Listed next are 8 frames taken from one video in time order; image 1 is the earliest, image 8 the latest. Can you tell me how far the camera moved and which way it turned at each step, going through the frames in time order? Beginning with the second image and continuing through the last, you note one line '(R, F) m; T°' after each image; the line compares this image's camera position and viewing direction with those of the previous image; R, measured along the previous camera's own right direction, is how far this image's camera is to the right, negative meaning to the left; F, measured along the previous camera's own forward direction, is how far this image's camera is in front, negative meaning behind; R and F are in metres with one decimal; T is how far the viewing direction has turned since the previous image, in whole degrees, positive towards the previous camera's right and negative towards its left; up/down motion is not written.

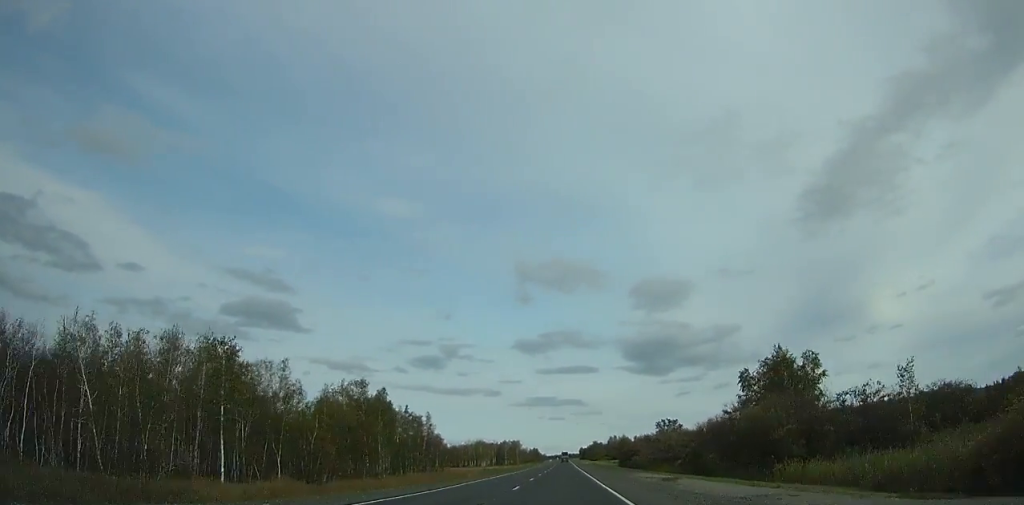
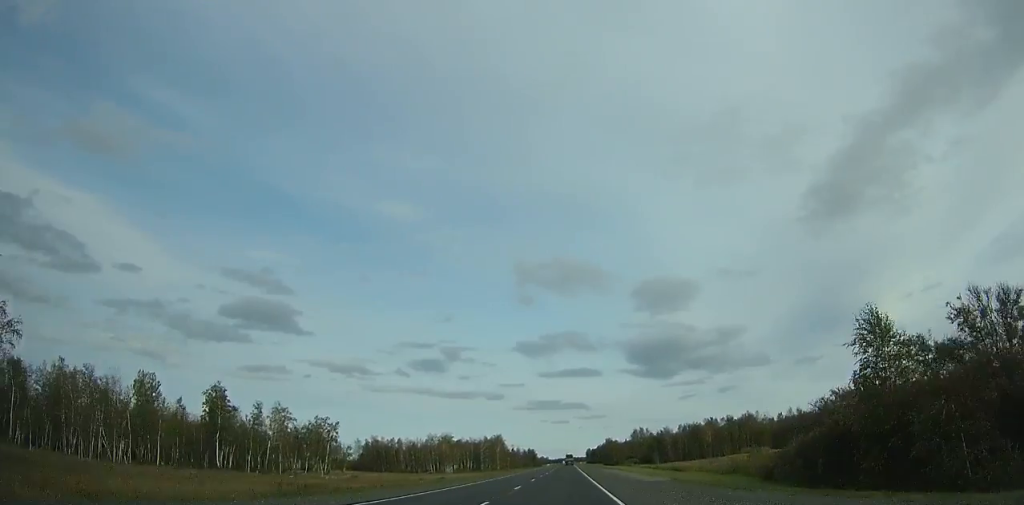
(+0.1, +105.8) m; 0°
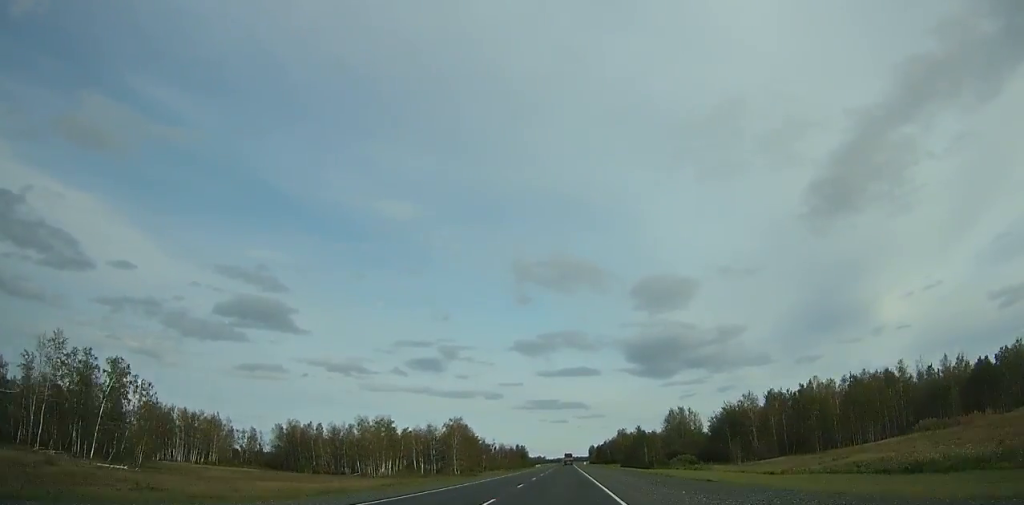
(-0.2, +81.8) m; 0°
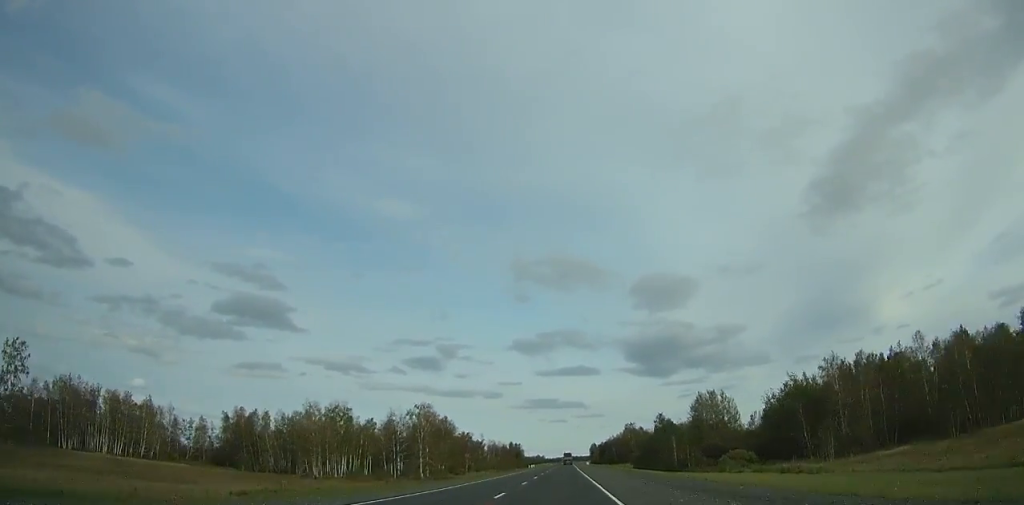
(0.0, +31.8) m; 0°
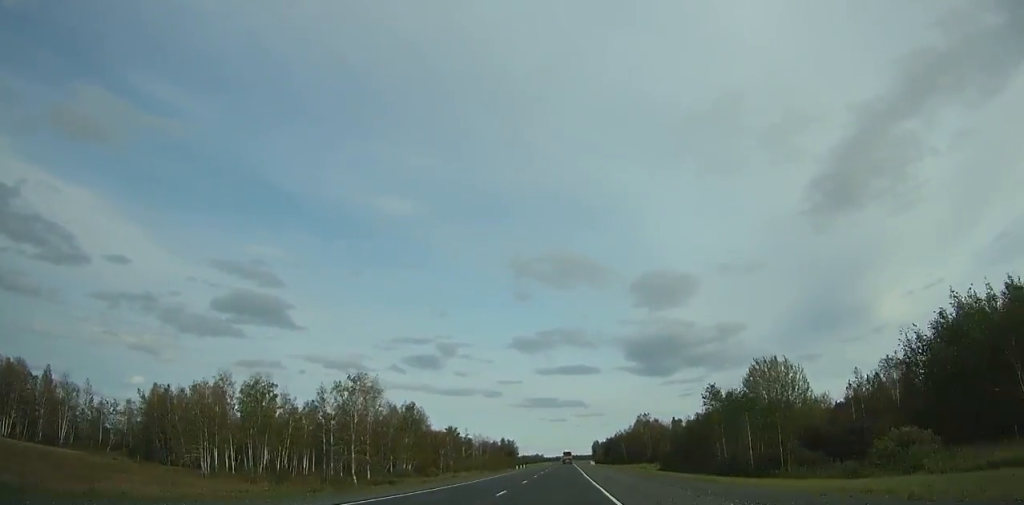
(0.0, +34.3) m; 0°
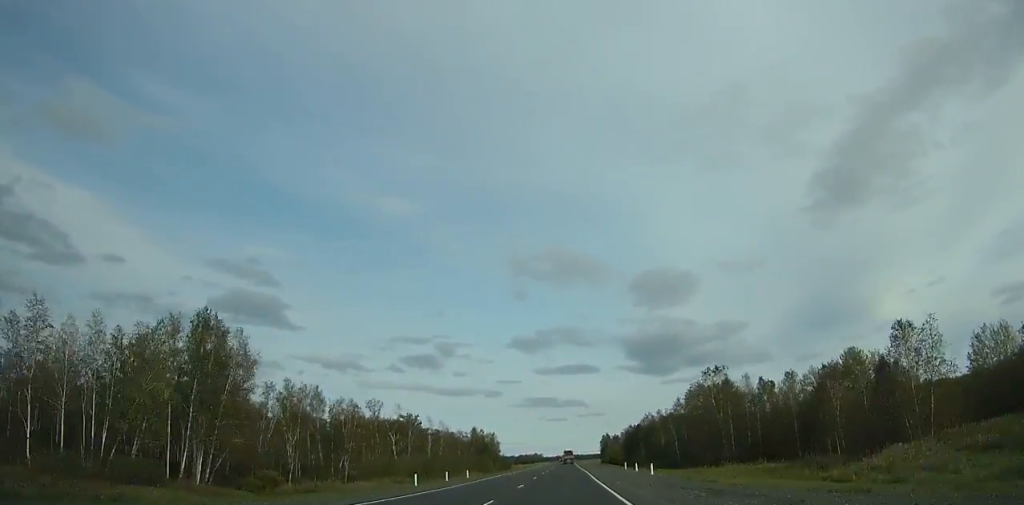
(0.0, +76.8) m; 0°
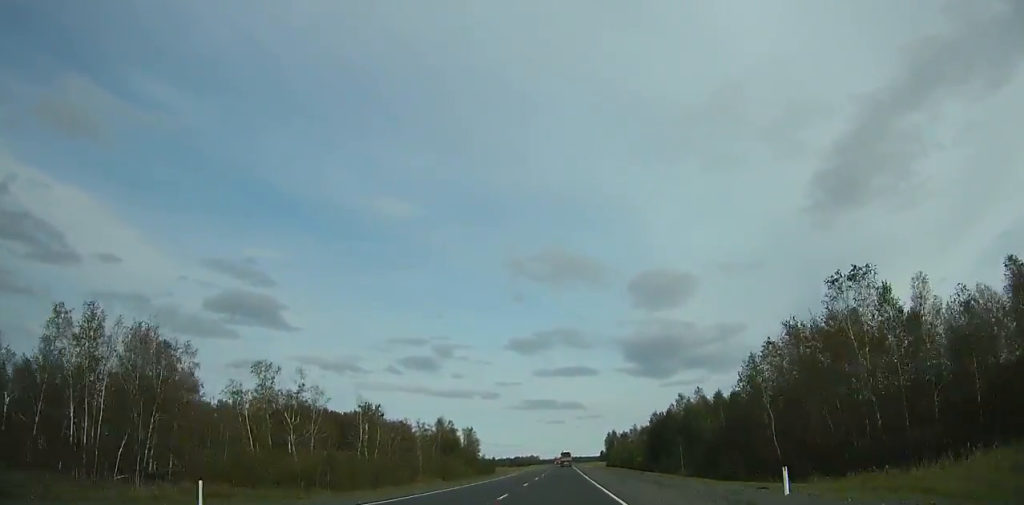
(0.0, +42.4) m; 0°
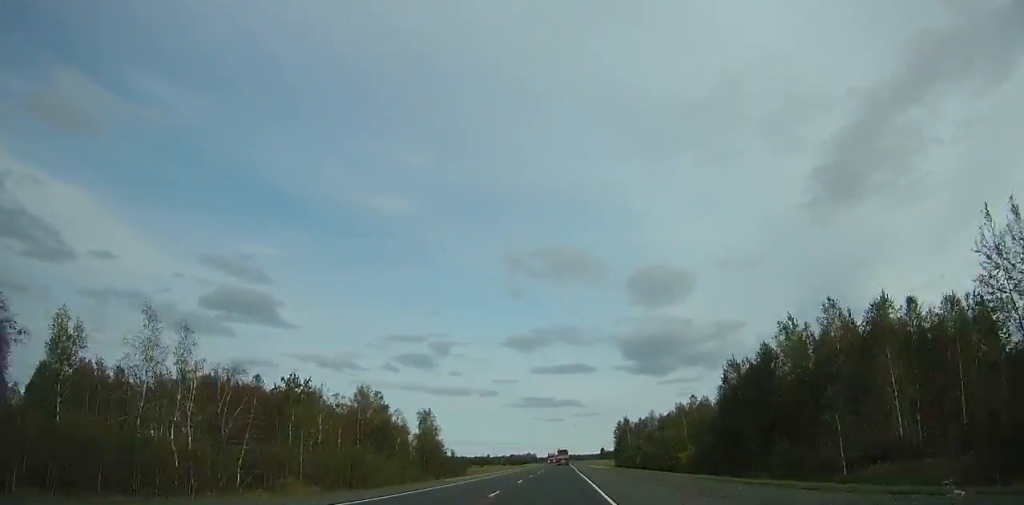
(0.0, +47.5) m; 0°
